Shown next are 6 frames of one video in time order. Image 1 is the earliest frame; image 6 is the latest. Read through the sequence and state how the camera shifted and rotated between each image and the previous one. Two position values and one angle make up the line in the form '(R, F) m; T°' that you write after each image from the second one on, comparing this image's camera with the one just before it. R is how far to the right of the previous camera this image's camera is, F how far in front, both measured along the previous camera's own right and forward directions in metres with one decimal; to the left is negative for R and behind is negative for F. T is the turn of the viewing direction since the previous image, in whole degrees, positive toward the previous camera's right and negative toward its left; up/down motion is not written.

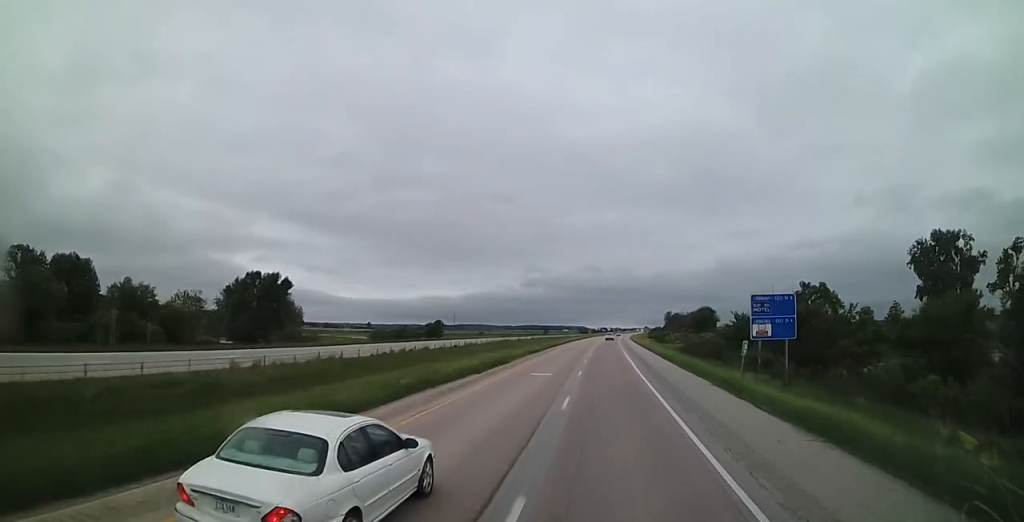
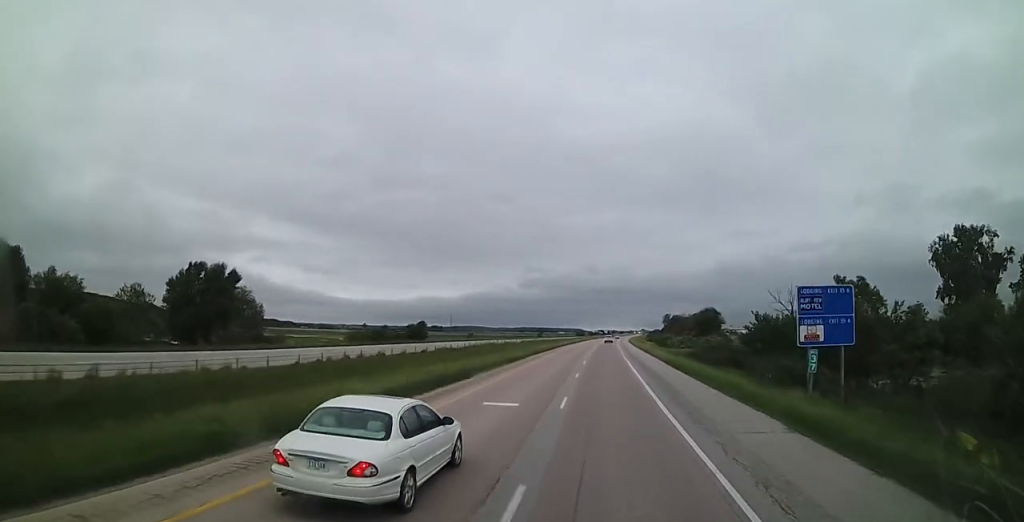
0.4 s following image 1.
(+0.1, +11.5) m; +1°
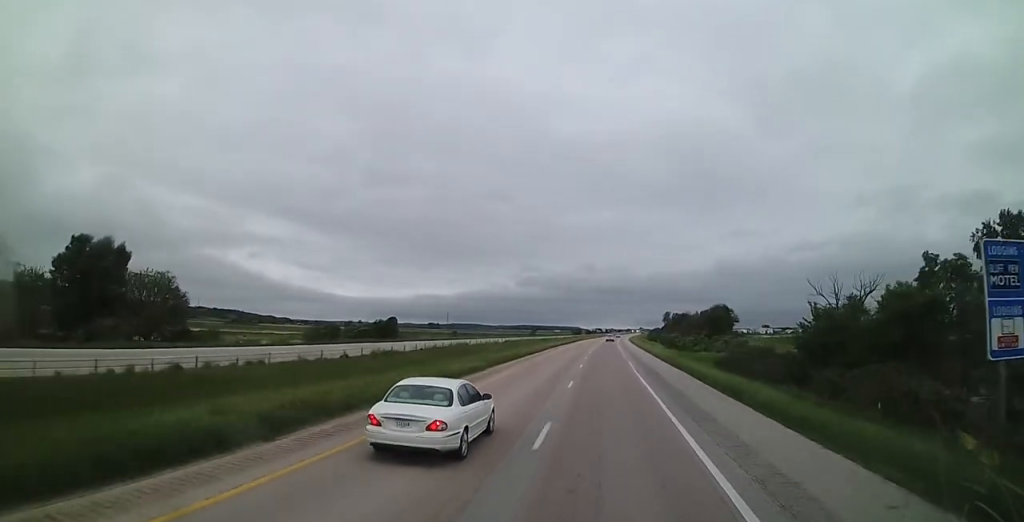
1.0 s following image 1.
(+0.2, +18.2) m; 0°
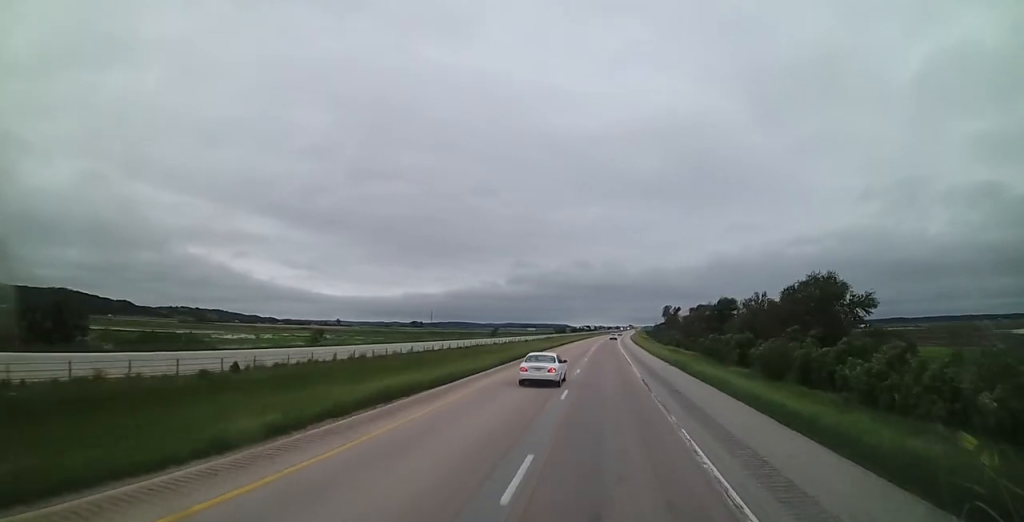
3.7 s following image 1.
(-0.6, +77.7) m; 0°
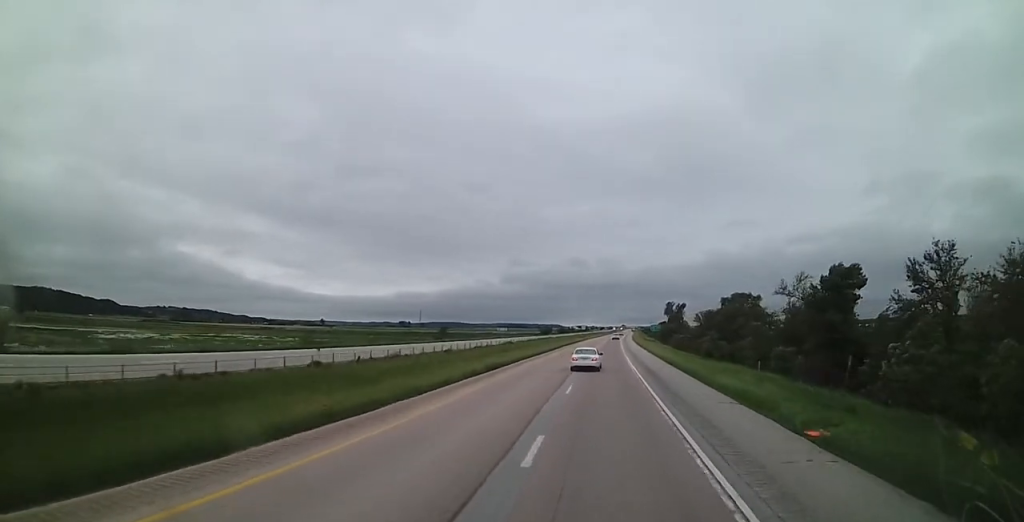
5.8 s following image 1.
(+0.8, +58.7) m; +1°
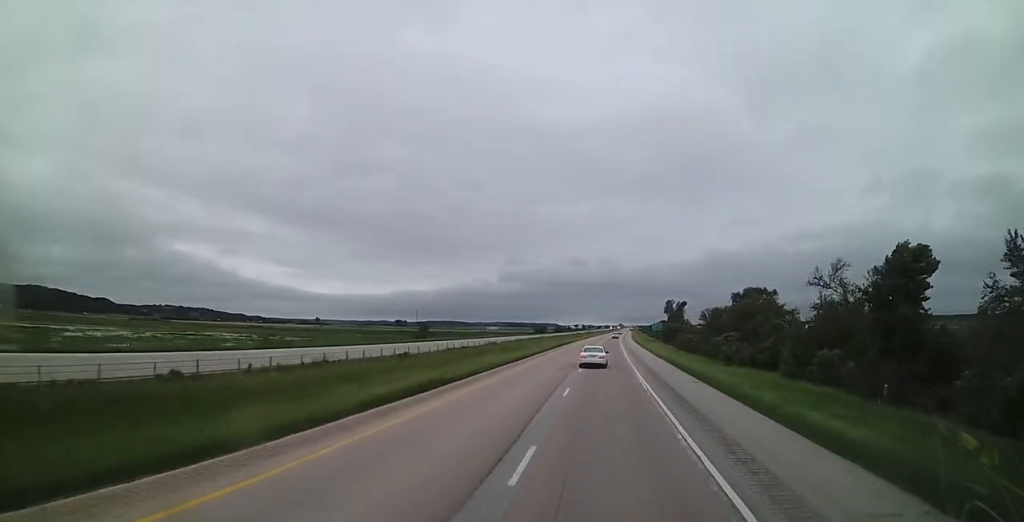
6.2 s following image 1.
(-0.1, +13.4) m; 0°
